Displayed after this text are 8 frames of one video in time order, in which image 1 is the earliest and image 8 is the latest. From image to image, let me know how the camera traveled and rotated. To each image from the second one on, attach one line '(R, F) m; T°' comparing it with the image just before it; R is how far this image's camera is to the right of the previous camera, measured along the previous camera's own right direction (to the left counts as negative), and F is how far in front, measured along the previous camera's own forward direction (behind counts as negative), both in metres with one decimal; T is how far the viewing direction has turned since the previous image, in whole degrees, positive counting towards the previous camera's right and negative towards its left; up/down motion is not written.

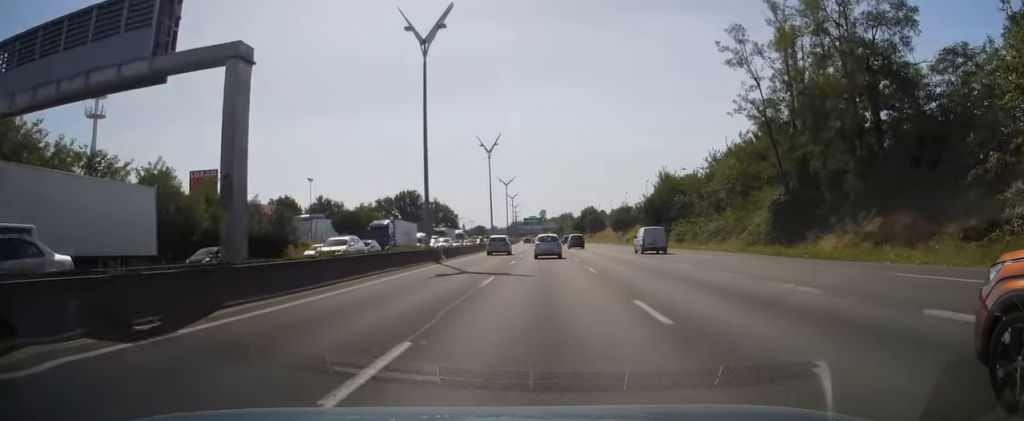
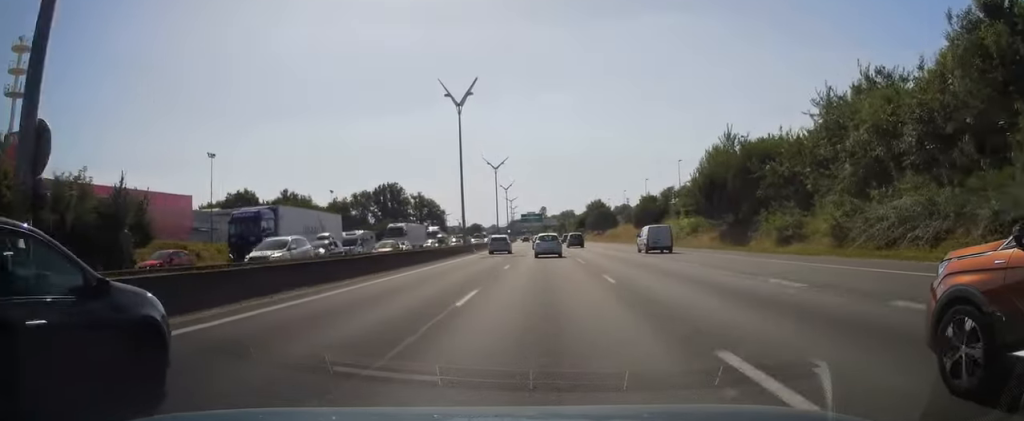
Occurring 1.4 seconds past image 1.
(-0.4, +32.0) m; -1°
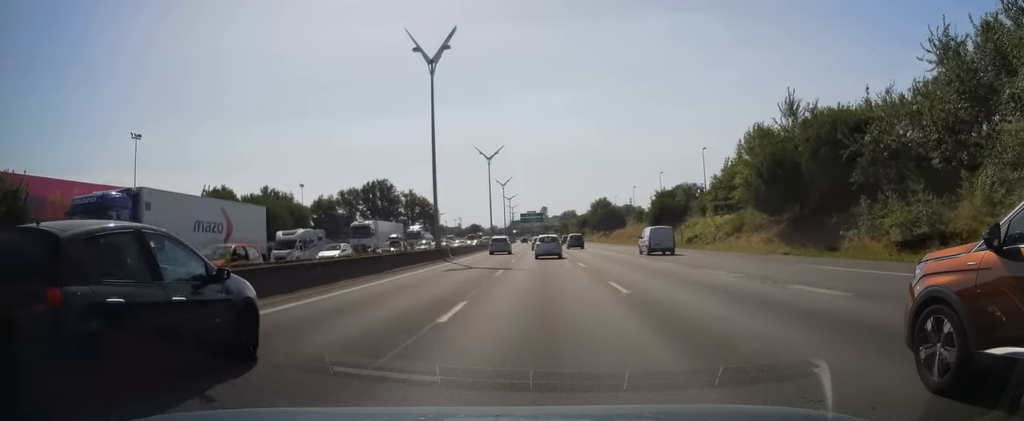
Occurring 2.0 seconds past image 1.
(0.0, +15.2) m; 0°
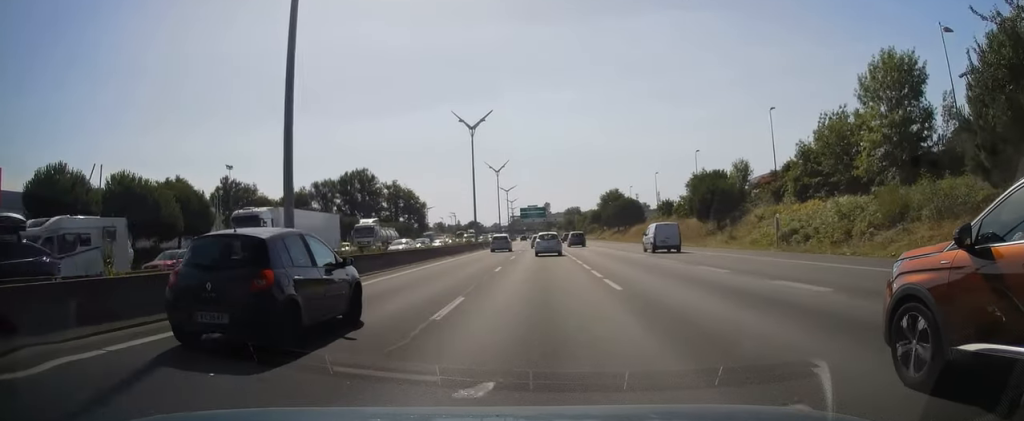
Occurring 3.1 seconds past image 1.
(0.0, +25.6) m; 0°
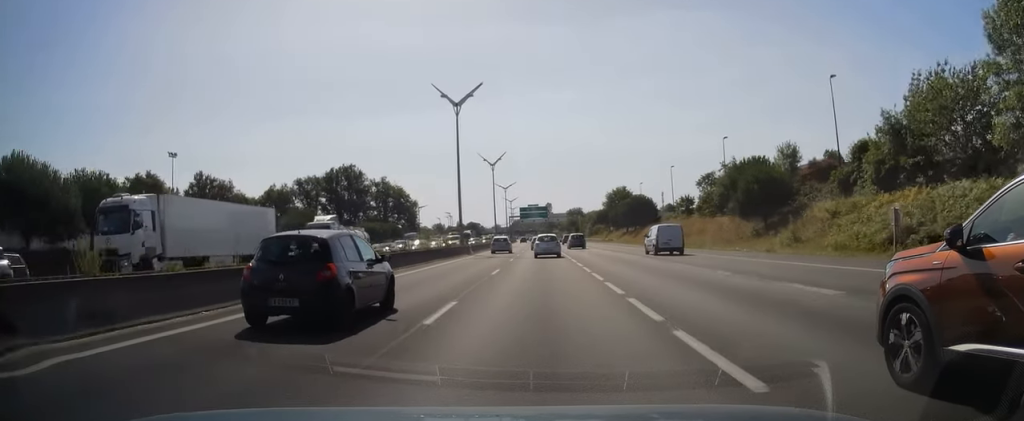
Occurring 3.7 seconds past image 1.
(0.0, +13.5) m; 0°
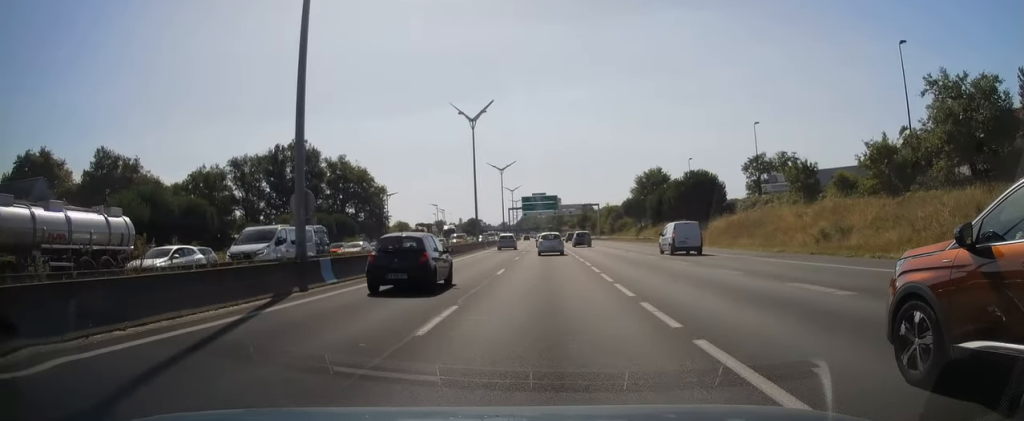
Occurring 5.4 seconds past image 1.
(0.0, +39.6) m; 0°
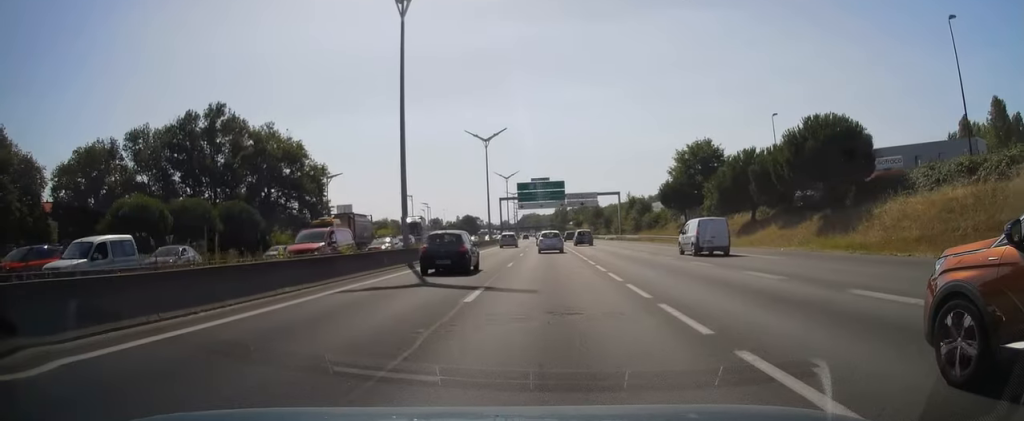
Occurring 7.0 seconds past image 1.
(-0.4, +35.6) m; -1°
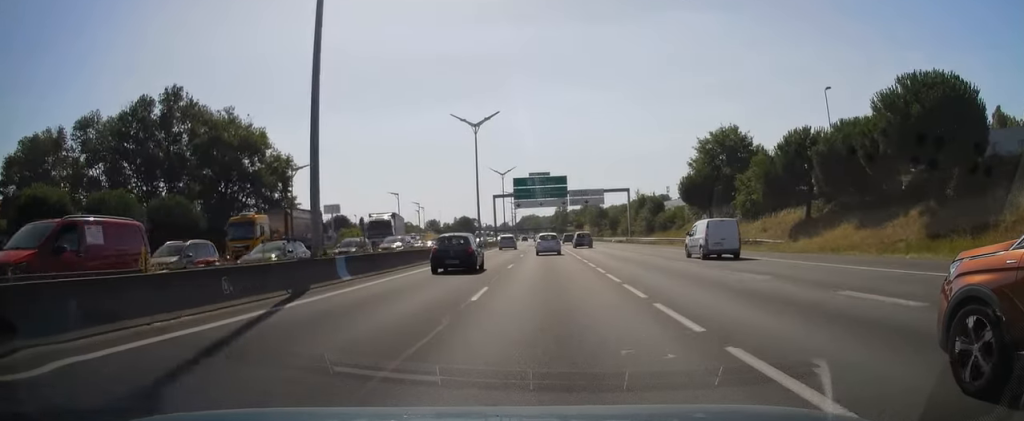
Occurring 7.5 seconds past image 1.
(-0.1, +12.6) m; 0°
